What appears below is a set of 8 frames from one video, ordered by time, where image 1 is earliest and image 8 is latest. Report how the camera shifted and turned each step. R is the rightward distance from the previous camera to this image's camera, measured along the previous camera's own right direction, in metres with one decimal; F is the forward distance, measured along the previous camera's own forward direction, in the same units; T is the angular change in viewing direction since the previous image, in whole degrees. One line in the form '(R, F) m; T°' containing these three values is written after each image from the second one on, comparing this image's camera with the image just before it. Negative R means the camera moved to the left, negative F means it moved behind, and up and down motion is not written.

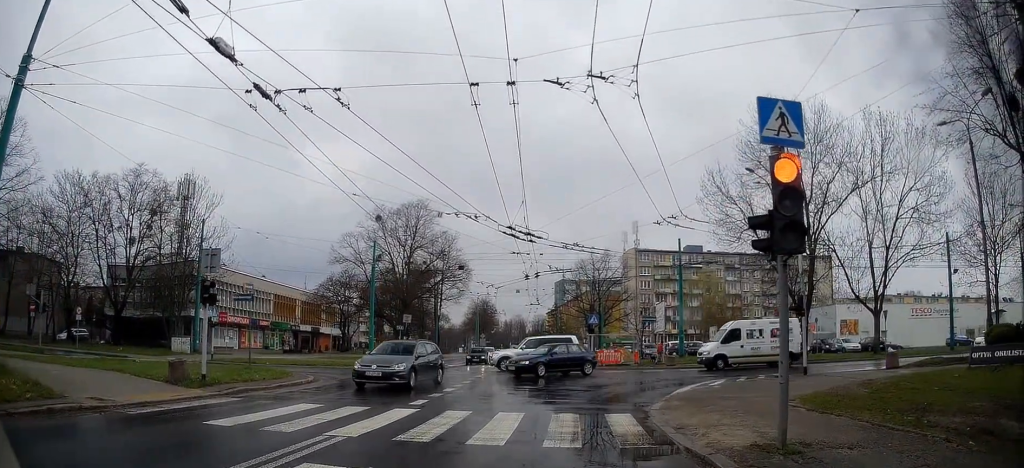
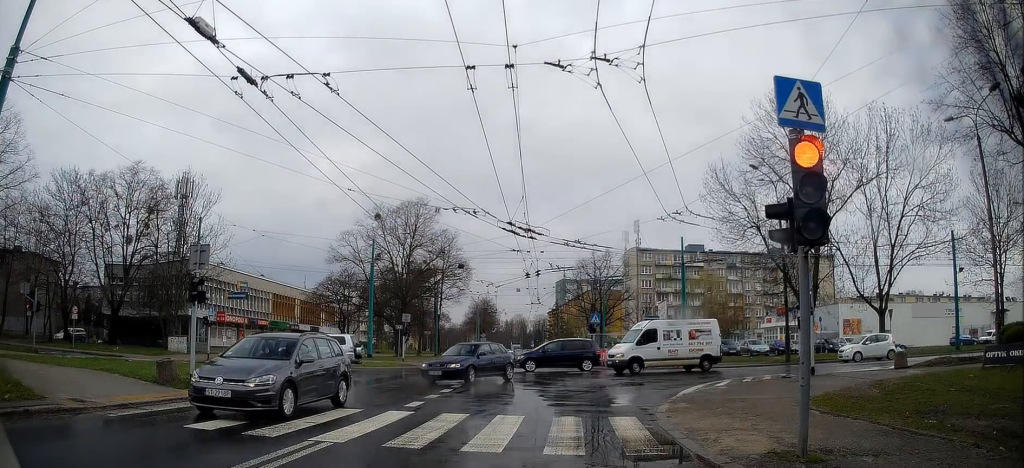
(-0.1, +1.5) m; 0°
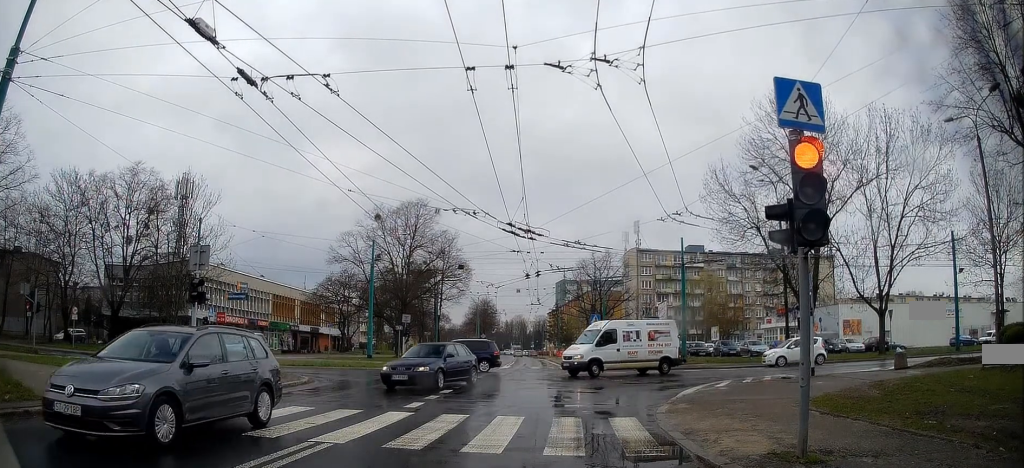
(-0.1, +0.2) m; 0°
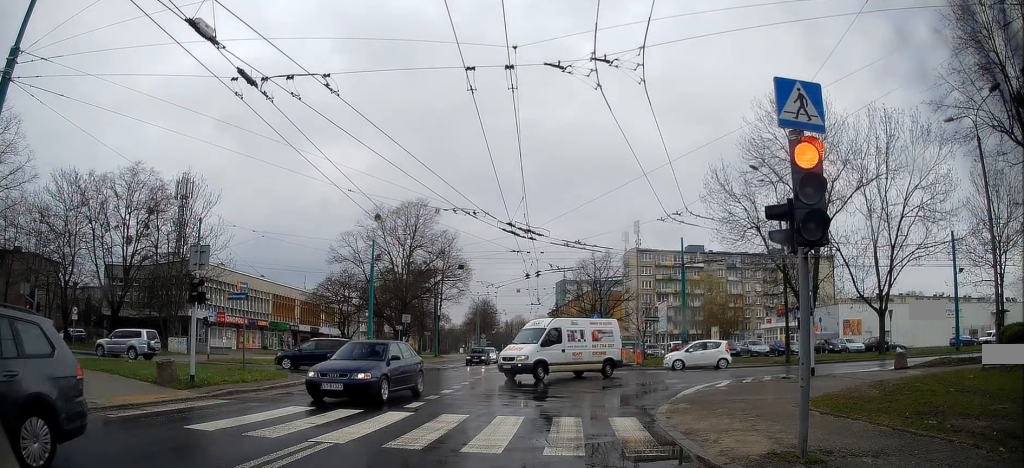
(0.0, +0.1) m; 0°
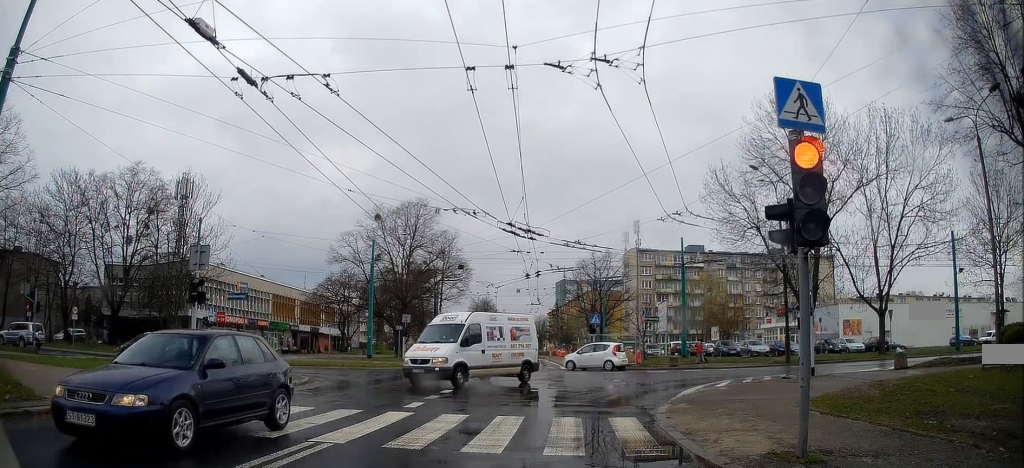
(0.0, +0.1) m; 0°
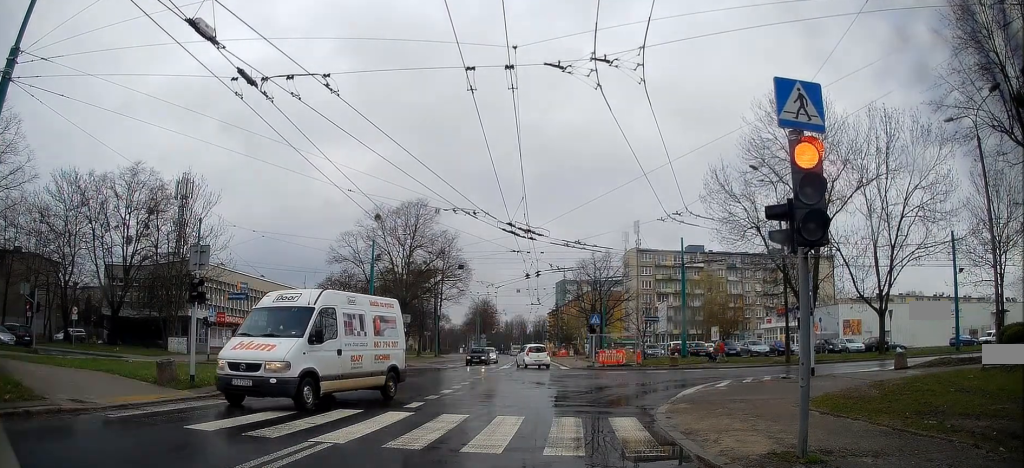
(0.0, 0.0) m; 0°
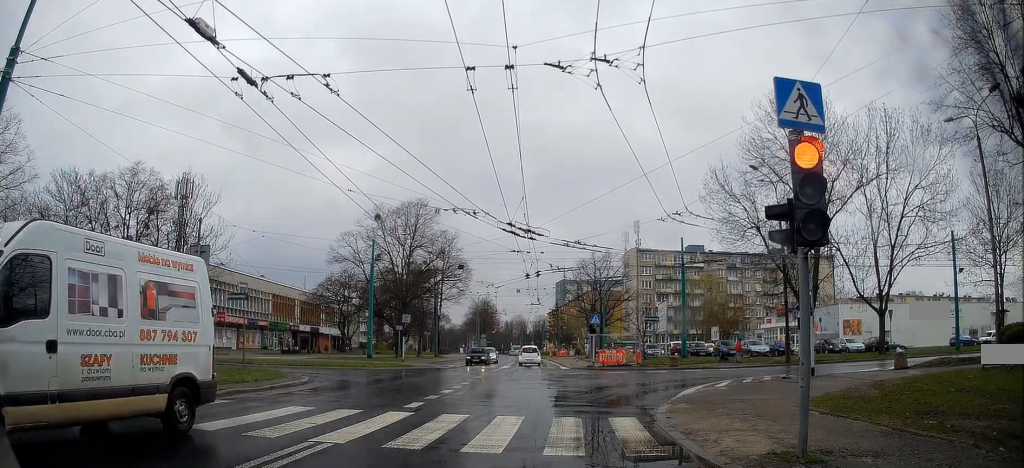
(0.0, 0.0) m; 0°
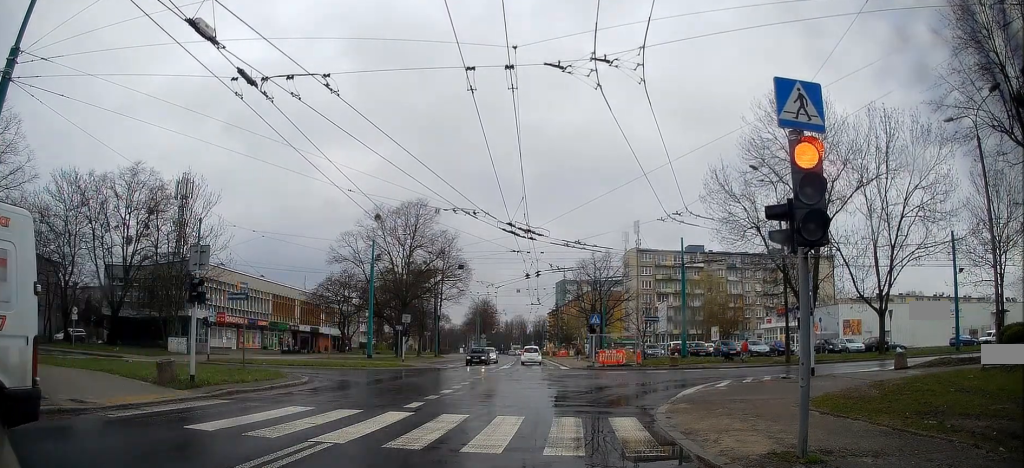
(0.0, 0.0) m; 0°
